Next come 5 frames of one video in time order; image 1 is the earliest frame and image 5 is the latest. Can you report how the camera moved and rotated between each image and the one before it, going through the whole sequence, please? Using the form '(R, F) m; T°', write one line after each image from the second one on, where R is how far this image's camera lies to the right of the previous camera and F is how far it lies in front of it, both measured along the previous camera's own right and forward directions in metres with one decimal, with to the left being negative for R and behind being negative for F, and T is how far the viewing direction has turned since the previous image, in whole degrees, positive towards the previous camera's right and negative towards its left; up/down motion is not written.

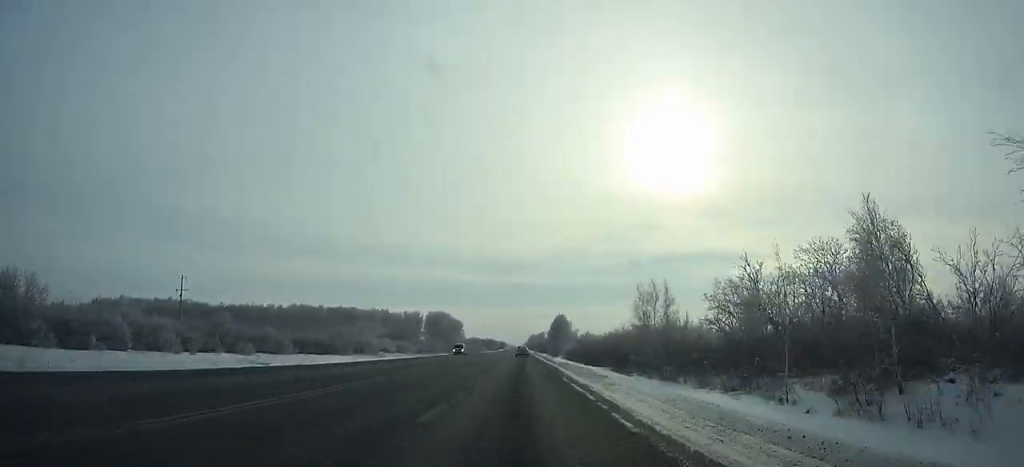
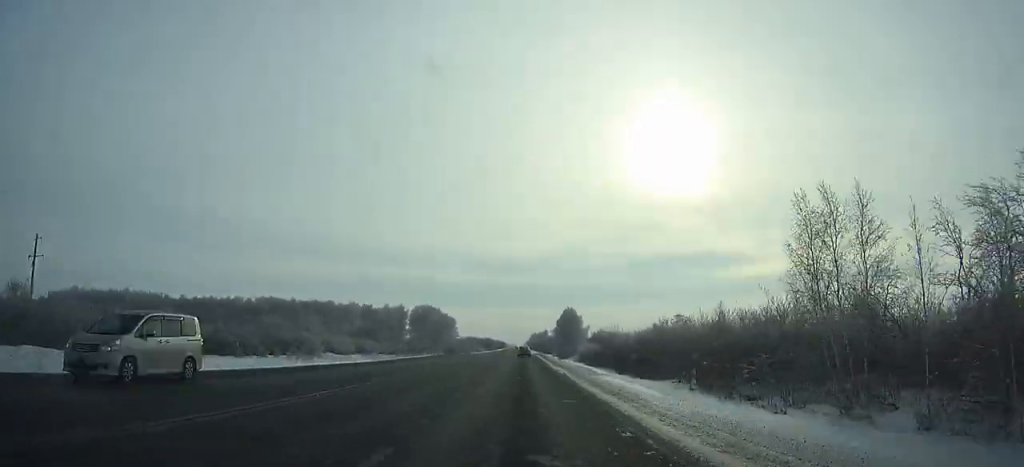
(0.0, +40.3) m; 0°
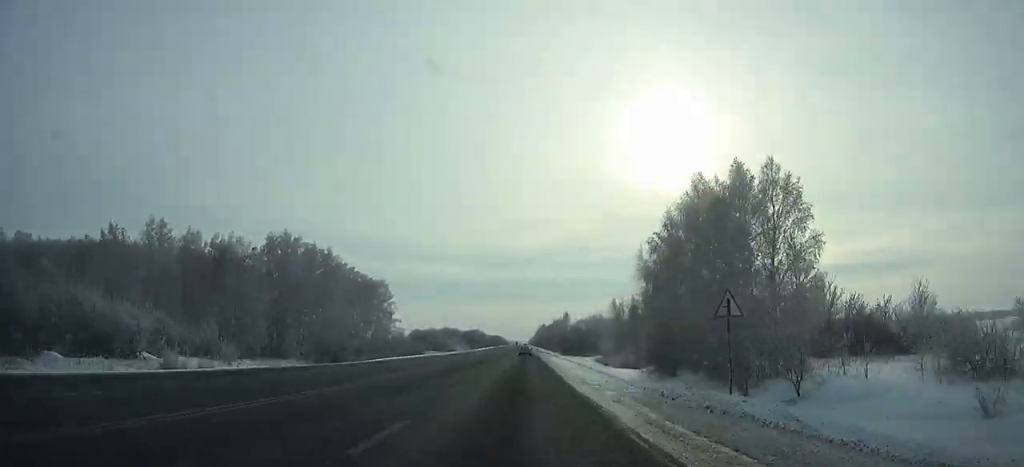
(-0.2, +151.1) m; 0°
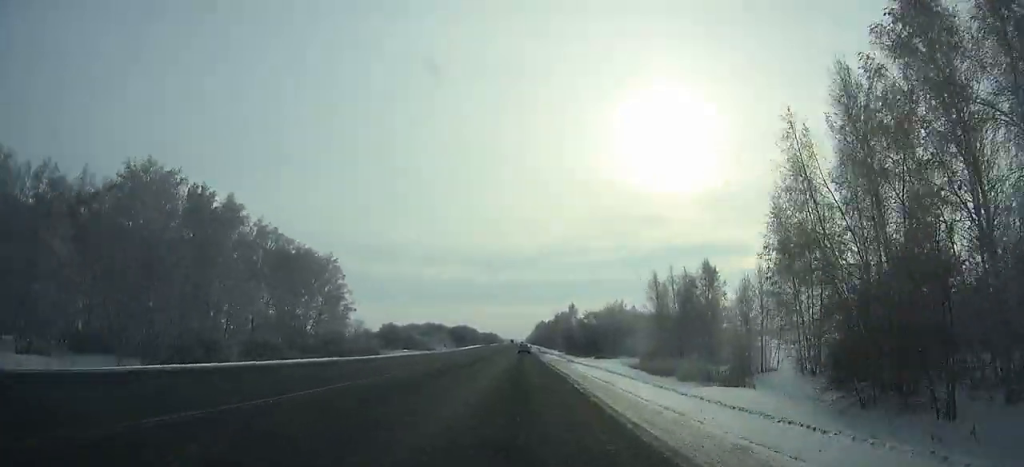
(0.0, +39.2) m; 0°
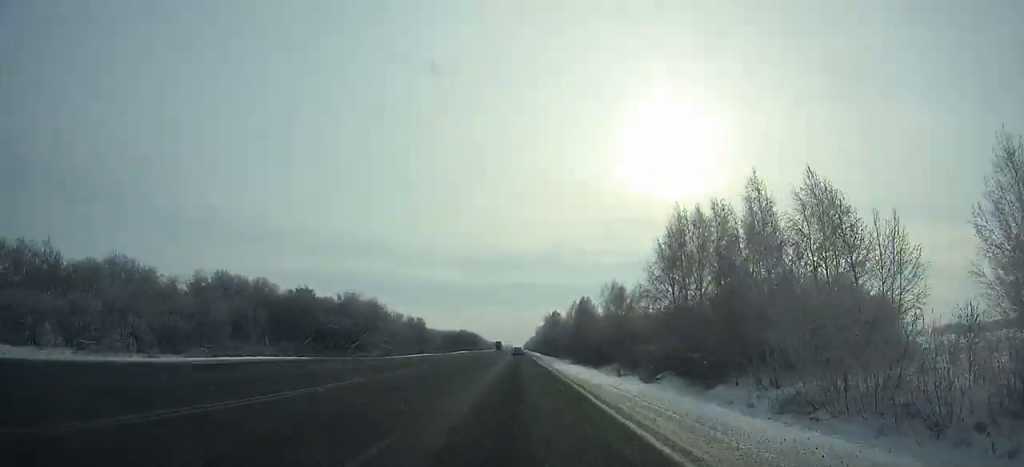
(+0.3, +176.6) m; 0°
